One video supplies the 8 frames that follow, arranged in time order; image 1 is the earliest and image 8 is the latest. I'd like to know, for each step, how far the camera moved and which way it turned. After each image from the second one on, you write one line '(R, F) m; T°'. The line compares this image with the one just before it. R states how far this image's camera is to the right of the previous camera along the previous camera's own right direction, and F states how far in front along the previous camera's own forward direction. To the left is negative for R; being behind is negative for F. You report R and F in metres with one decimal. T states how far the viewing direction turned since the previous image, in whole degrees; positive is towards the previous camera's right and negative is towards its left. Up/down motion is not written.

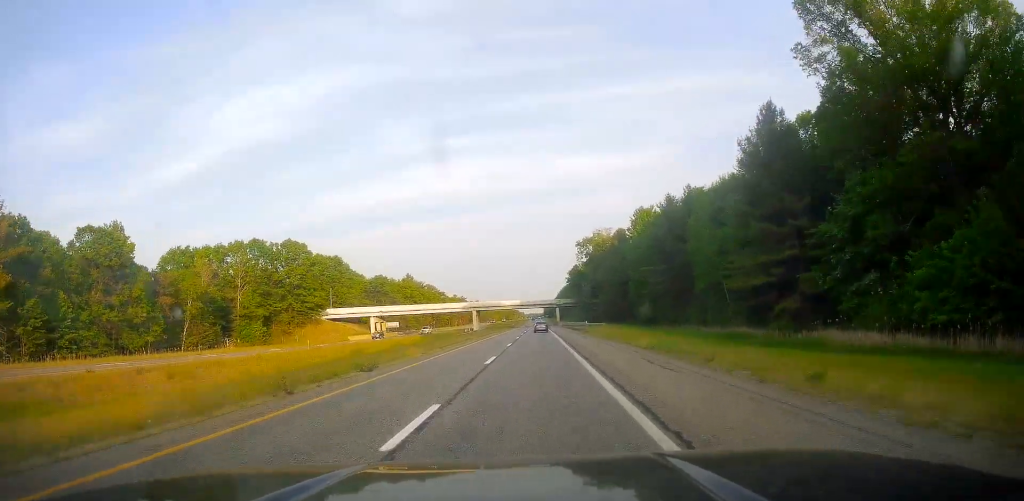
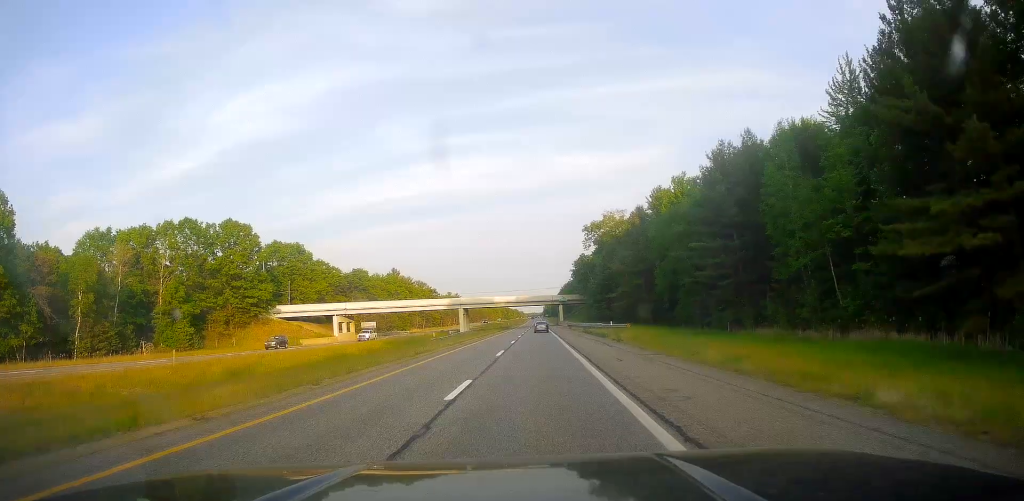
(-0.2, +25.2) m; 0°
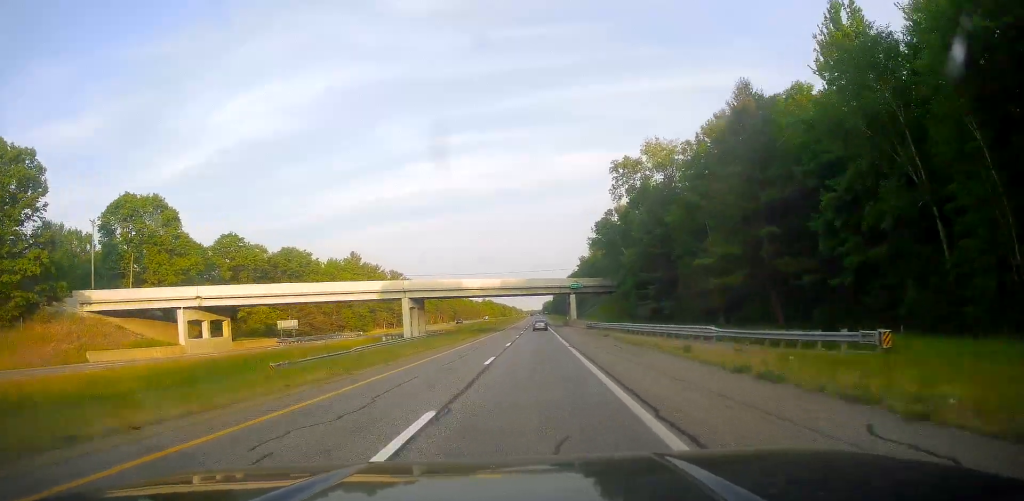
(+0.2, +51.7) m; 0°
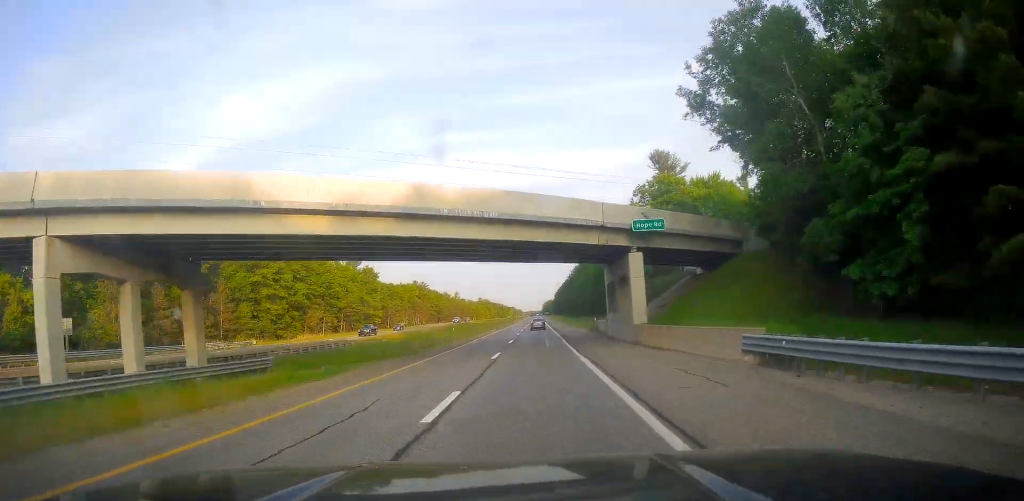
(+0.5, +57.7) m; +1°
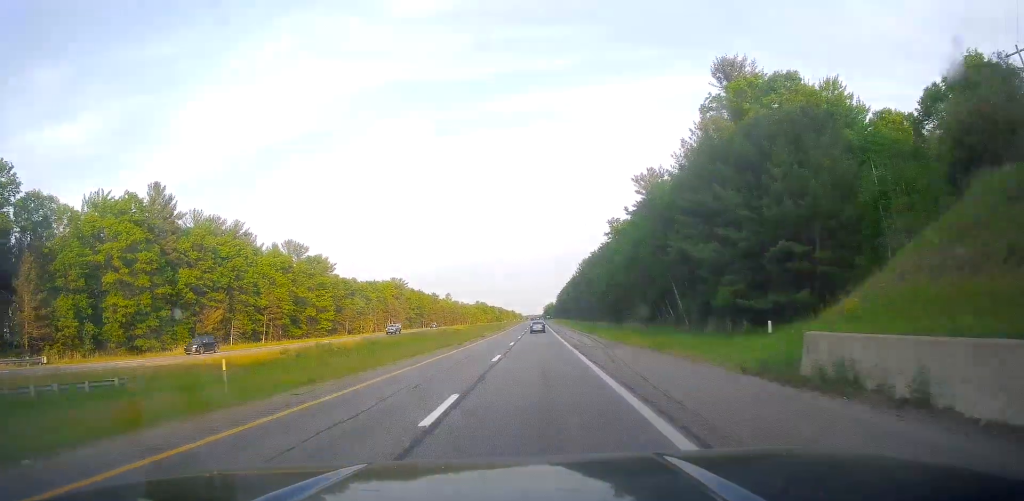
(+0.3, +45.6) m; 0°
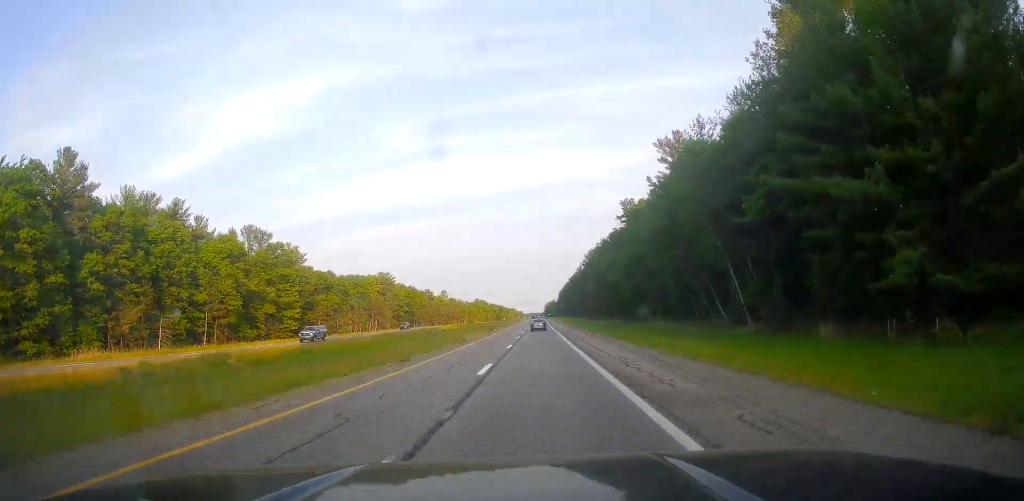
(0.0, +21.6) m; 0°
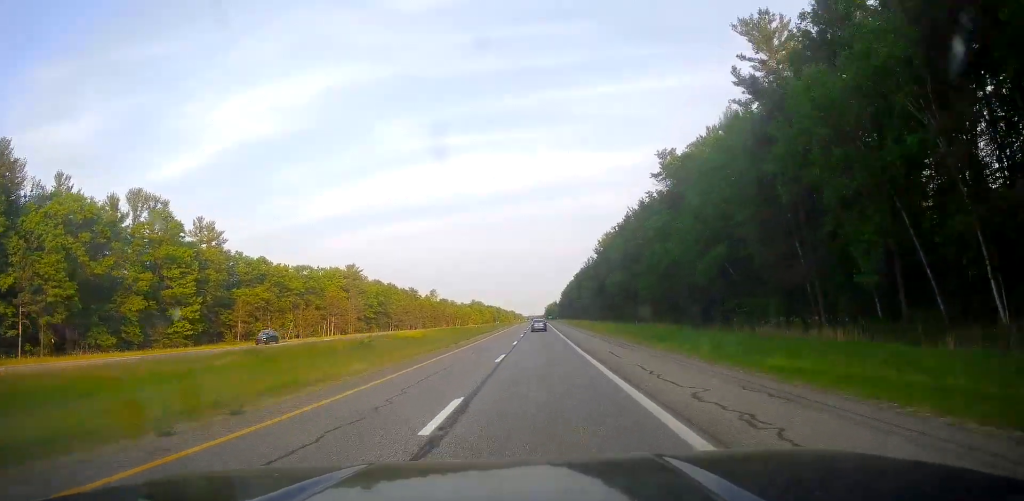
(-0.3, +39.5) m; 0°
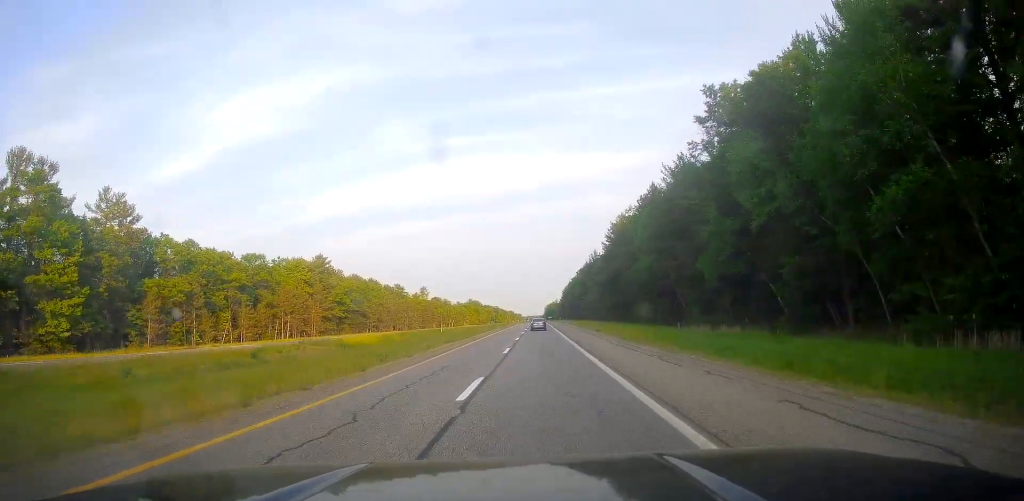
(0.0, +26.4) m; 0°
